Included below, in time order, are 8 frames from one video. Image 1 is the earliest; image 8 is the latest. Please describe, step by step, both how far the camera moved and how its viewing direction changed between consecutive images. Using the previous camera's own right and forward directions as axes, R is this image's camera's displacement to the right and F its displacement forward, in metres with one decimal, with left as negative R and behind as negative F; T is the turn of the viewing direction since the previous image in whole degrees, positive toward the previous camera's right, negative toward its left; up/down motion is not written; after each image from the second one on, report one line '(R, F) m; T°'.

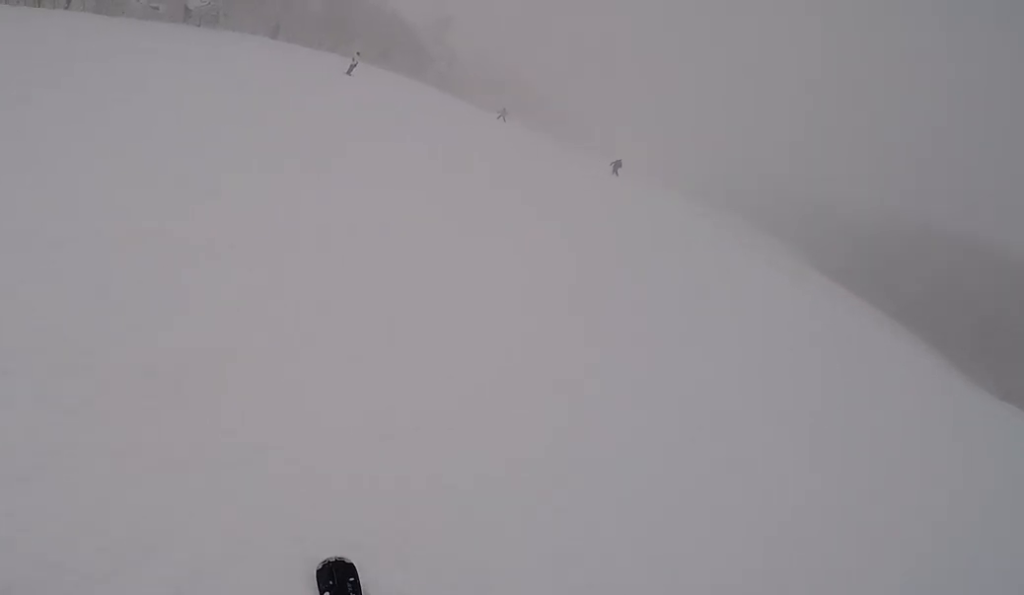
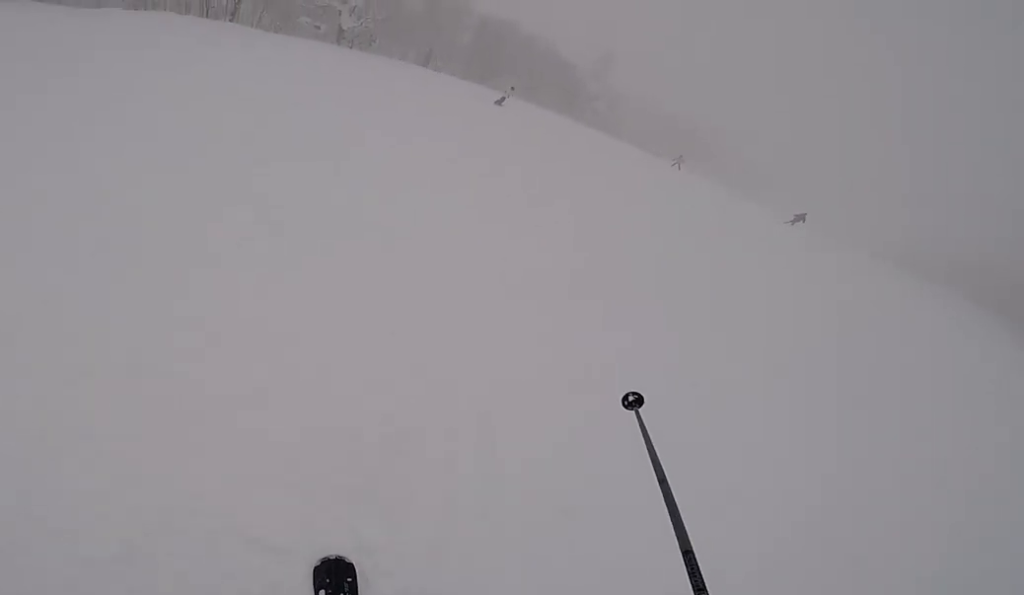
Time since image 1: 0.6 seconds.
(-1.4, +2.6) m; -2°
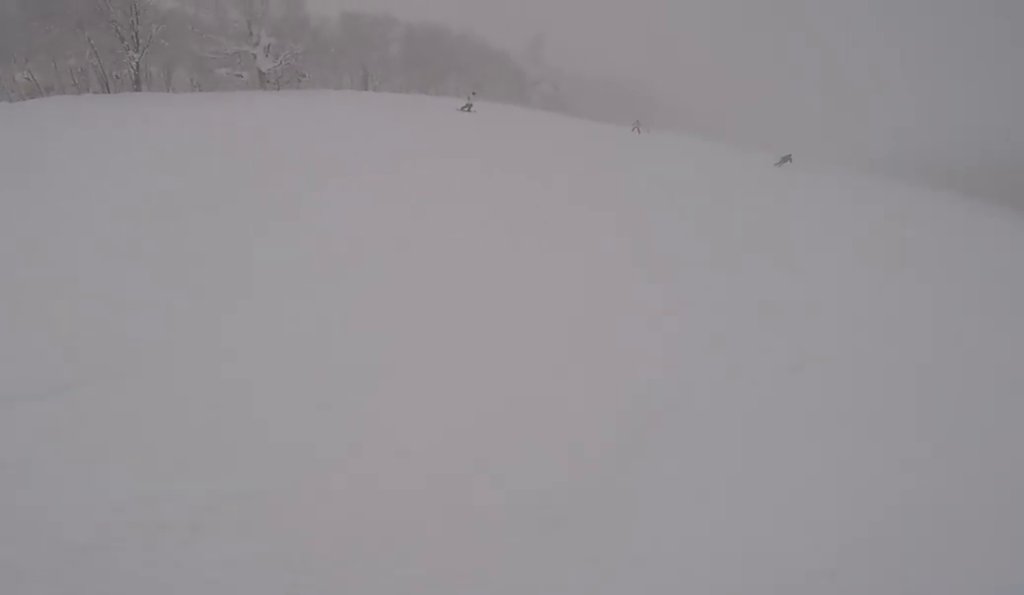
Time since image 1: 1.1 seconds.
(+1.1, +1.8) m; +7°
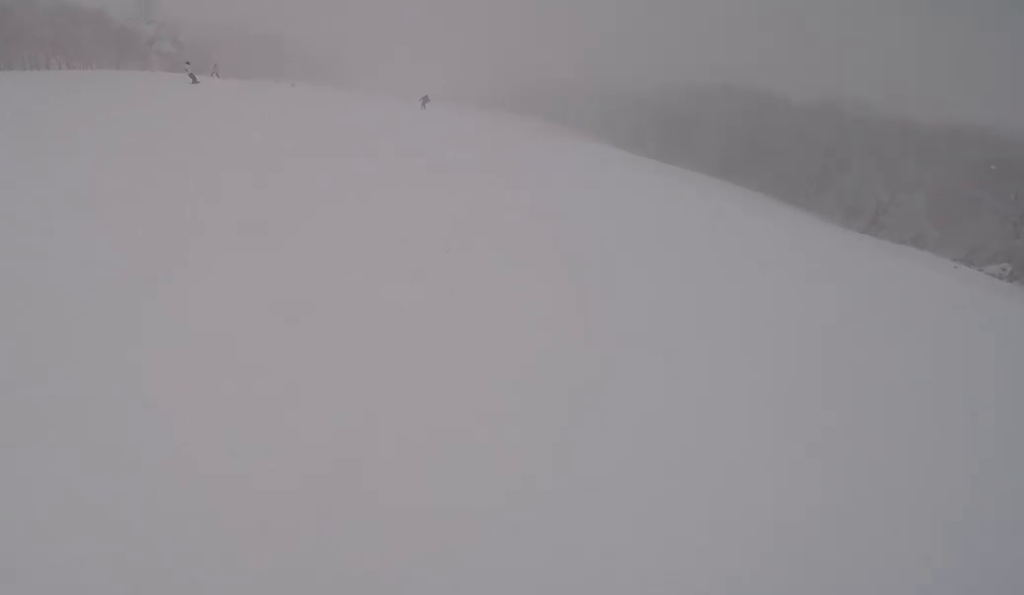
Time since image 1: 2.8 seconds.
(+0.8, +7.1) m; +13°
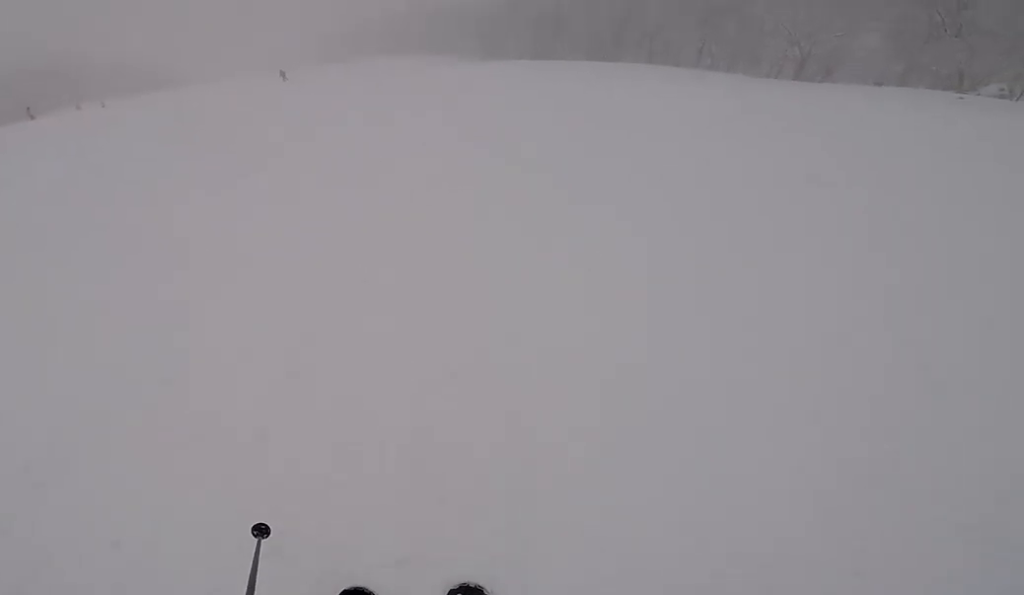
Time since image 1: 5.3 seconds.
(+0.6, +10.3) m; +2°
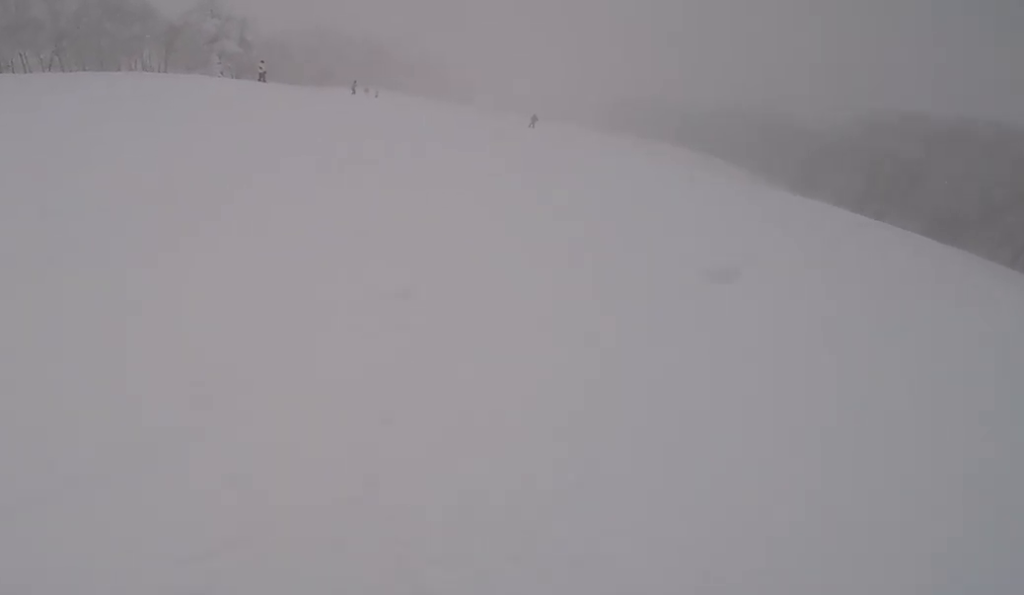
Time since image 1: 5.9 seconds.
(0.0, +2.6) m; +2°
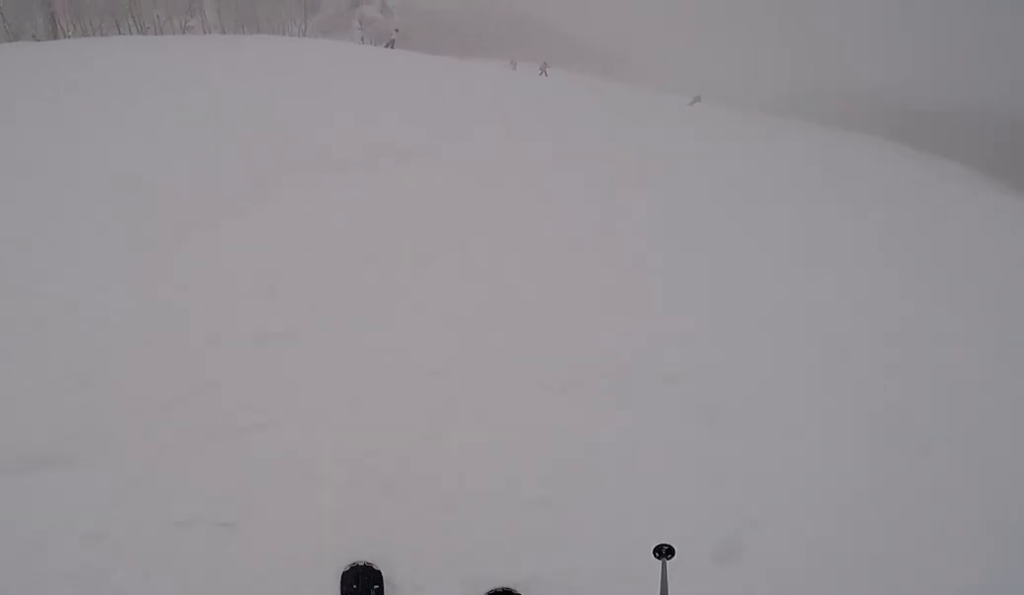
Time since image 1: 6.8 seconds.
(-0.5, +4.0) m; +1°
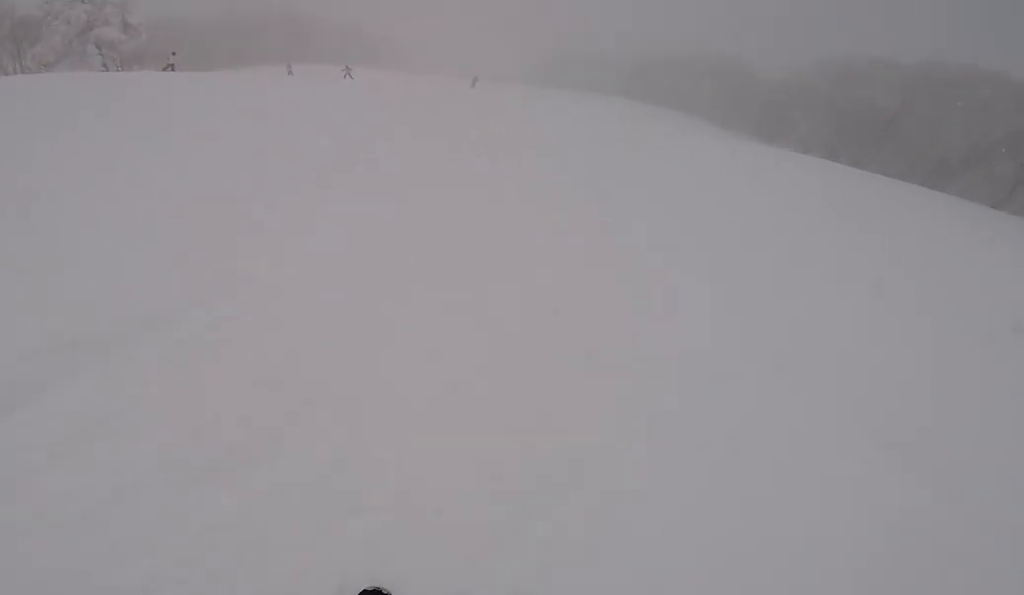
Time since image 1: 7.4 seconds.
(+0.8, +2.8) m; 0°
